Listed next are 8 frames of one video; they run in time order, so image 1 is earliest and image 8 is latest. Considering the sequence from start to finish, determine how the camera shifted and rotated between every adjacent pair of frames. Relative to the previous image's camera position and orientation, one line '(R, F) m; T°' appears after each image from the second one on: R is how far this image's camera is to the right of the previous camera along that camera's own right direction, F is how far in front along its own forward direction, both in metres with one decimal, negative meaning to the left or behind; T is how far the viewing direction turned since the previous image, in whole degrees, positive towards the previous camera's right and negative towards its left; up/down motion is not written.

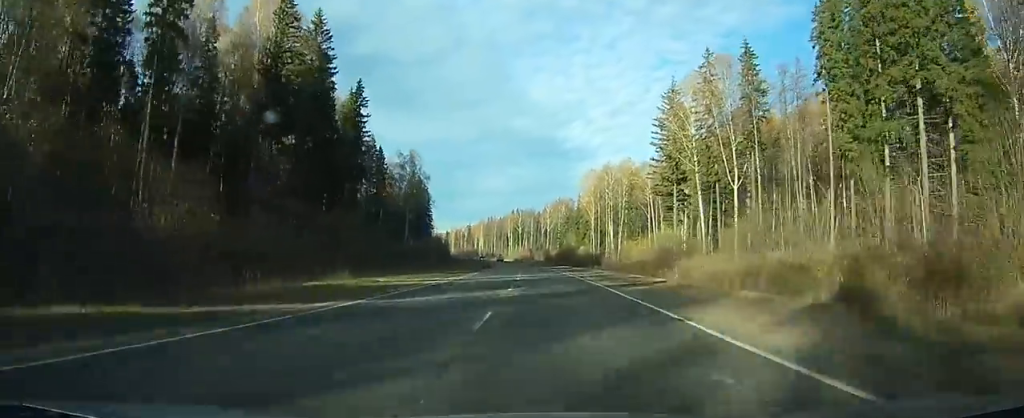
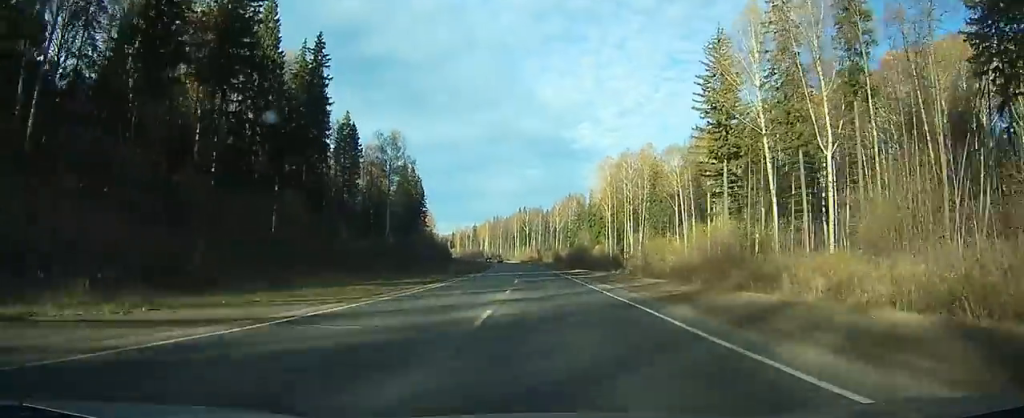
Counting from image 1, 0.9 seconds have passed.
(+0.1, +22.7) m; -1°
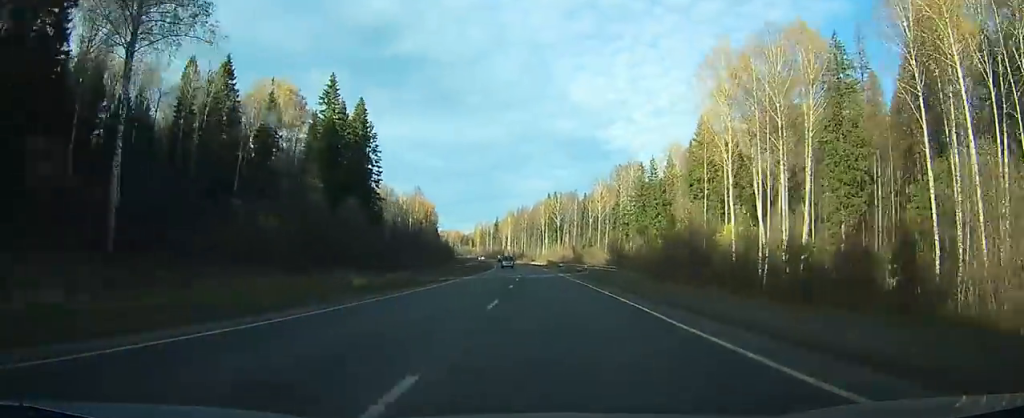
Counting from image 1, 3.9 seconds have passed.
(-2.7, +79.2) m; -3°
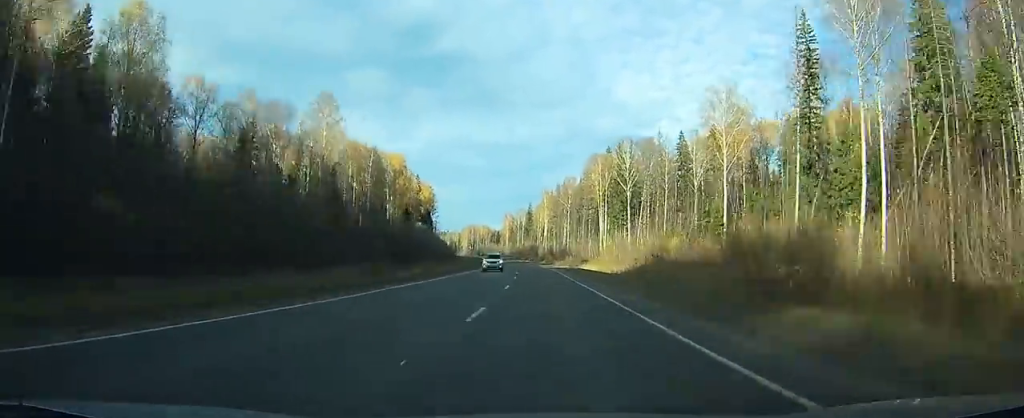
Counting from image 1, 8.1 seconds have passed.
(-4.4, +113.0) m; -4°
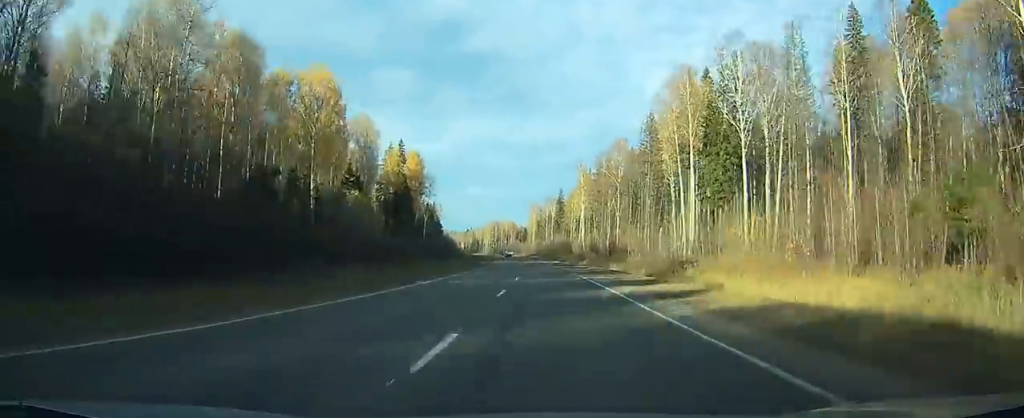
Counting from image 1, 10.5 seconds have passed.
(-1.3, +65.7) m; -2°
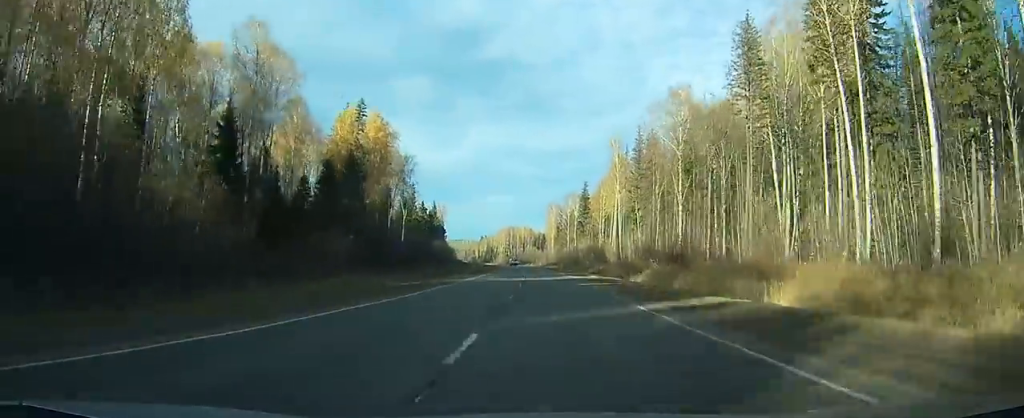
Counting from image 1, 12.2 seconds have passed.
(-0.8, +47.9) m; -2°
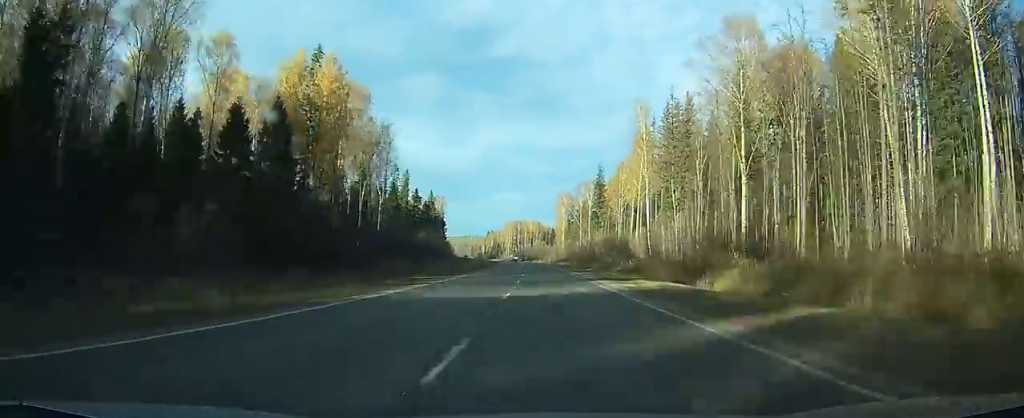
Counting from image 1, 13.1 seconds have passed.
(-0.2, +26.0) m; -1°
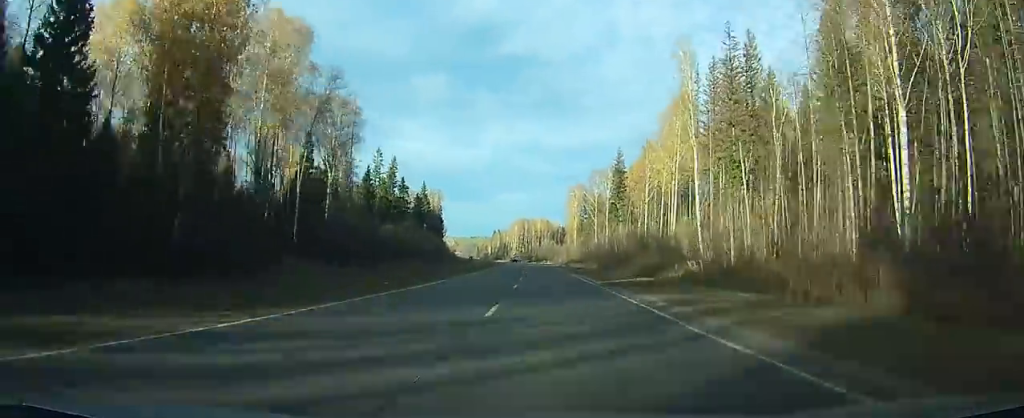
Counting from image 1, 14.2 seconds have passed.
(-0.4, +29.7) m; -1°
